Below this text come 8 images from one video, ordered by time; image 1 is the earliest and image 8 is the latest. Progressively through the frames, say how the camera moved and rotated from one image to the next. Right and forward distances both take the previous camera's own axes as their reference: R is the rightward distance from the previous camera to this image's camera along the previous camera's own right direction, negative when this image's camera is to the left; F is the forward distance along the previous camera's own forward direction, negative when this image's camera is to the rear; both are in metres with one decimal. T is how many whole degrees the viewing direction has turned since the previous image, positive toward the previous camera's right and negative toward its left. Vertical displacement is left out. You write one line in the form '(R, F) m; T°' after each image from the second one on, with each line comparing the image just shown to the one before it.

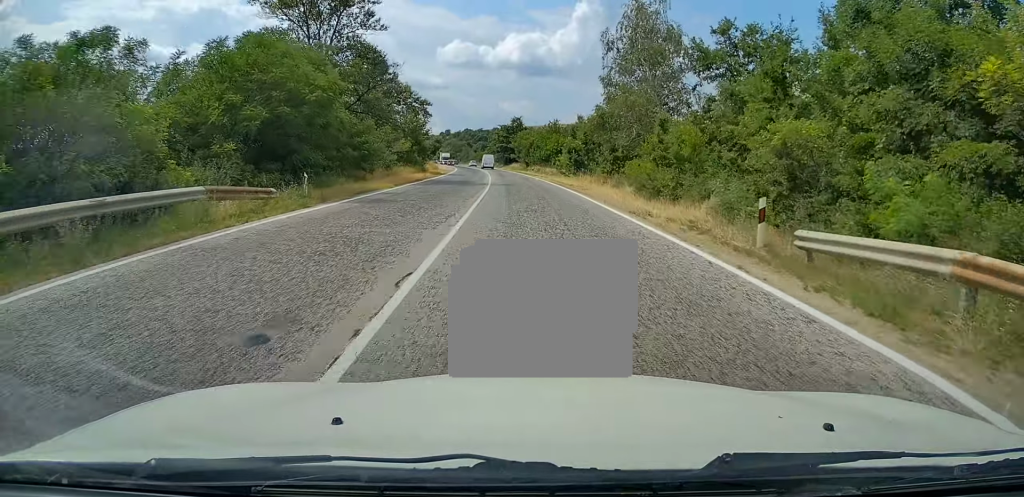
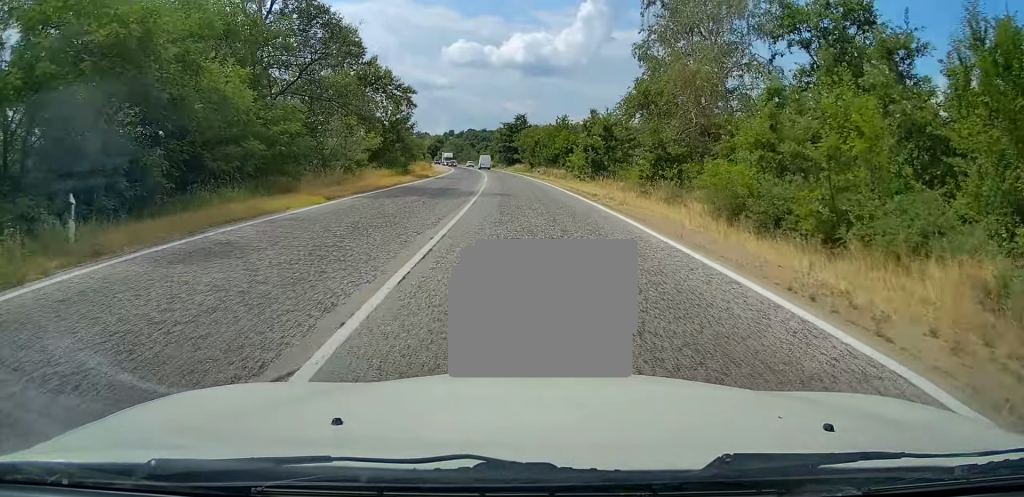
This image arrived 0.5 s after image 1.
(+0.1, +10.7) m; +1°
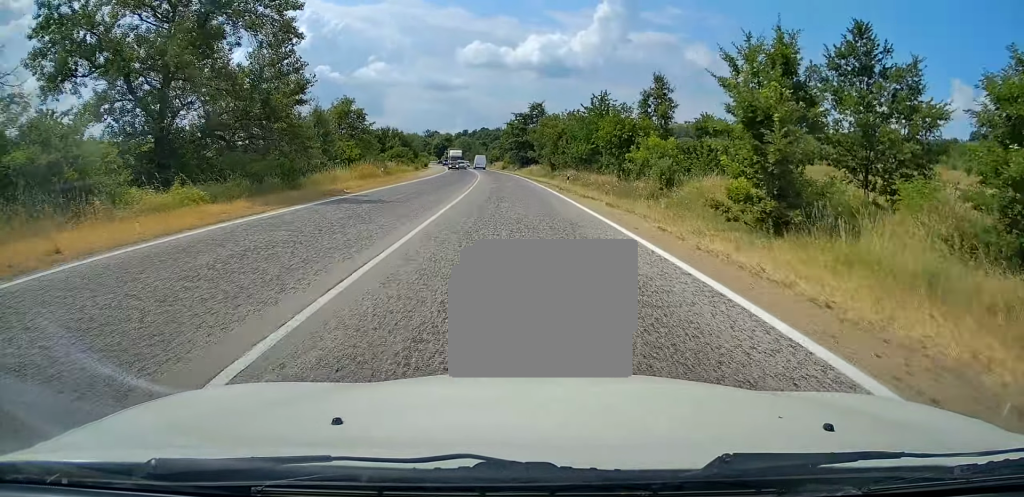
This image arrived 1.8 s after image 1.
(-0.4, +28.5) m; -2°
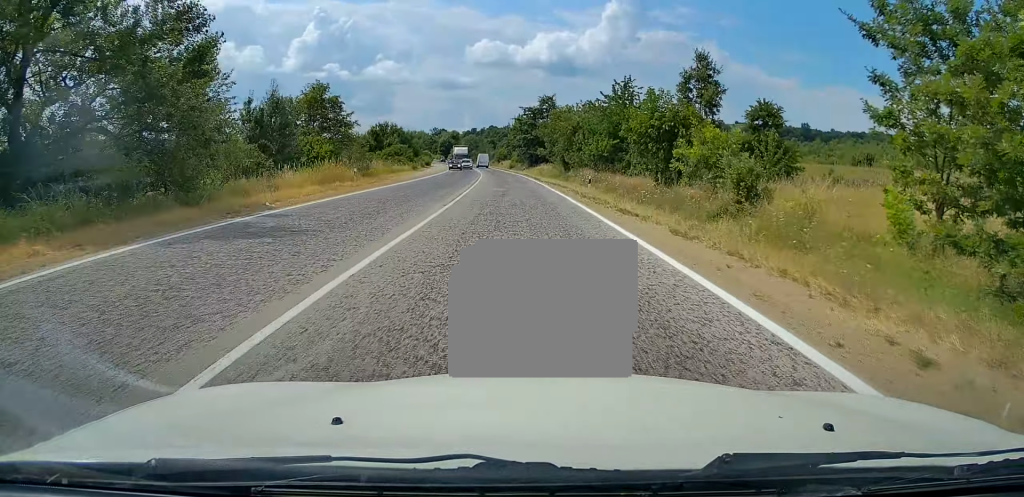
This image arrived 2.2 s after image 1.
(-0.1, +8.6) m; -1°
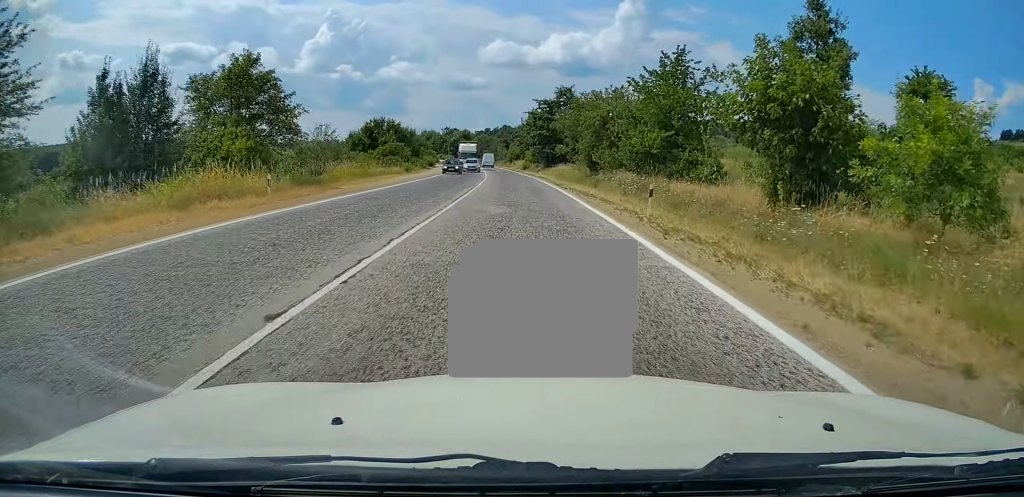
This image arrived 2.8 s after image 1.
(-0.1, +12.9) m; -1°
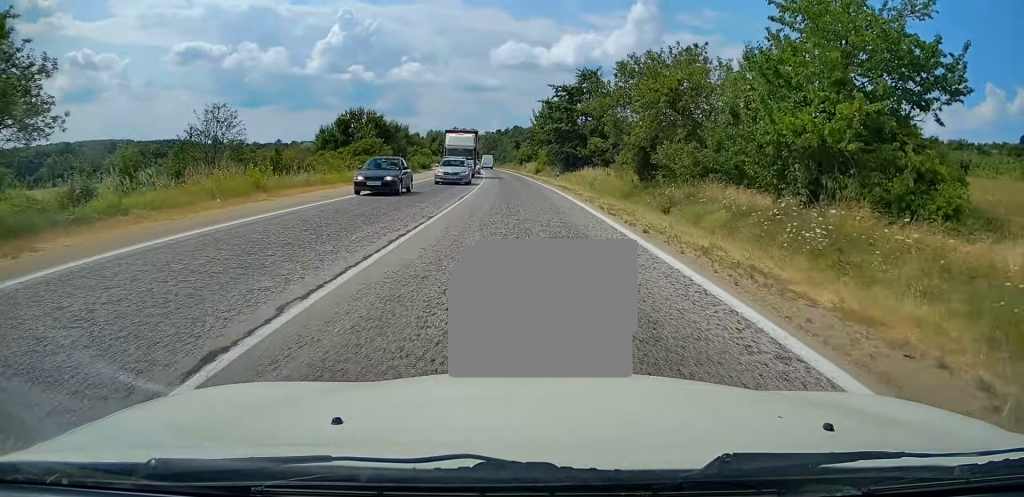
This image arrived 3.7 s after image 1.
(-0.1, +18.7) m; -2°
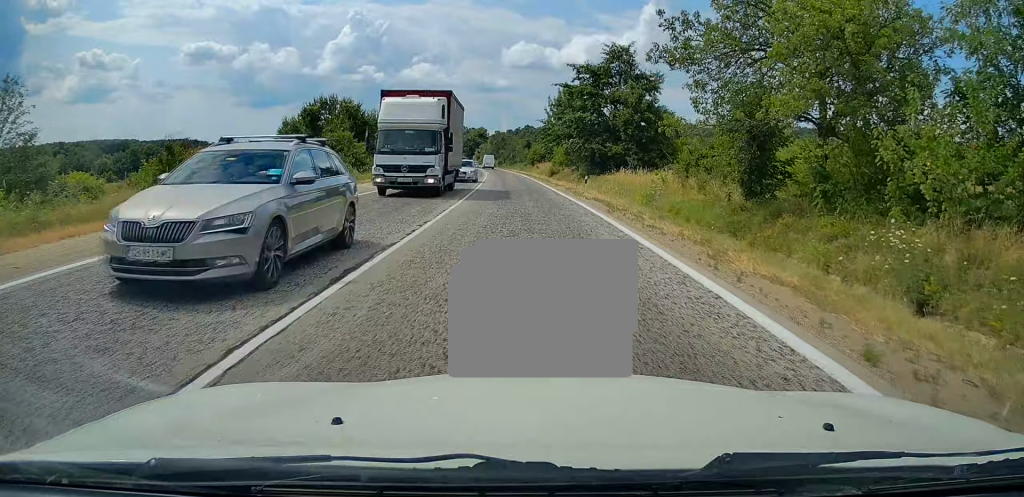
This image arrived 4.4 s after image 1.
(-0.4, +15.1) m; -1°
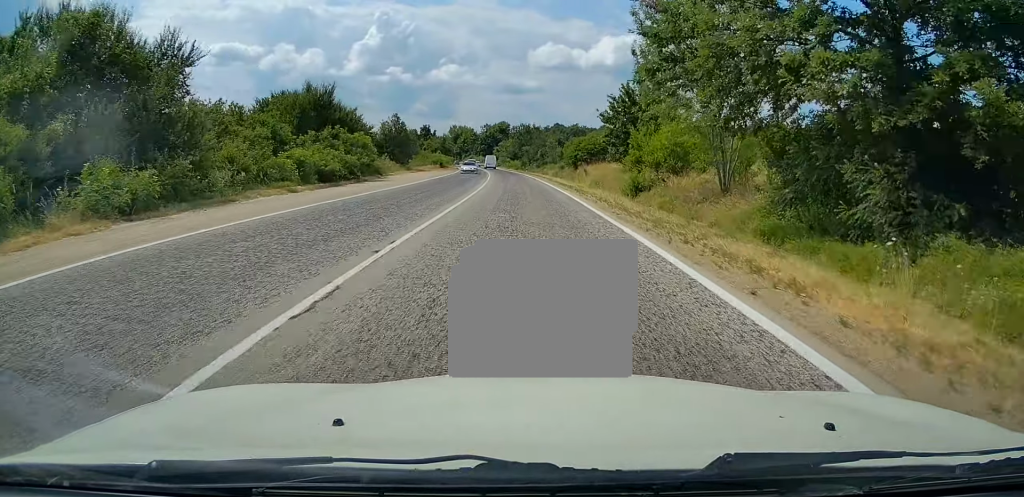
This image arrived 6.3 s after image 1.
(-0.3, +40.6) m; -1°
